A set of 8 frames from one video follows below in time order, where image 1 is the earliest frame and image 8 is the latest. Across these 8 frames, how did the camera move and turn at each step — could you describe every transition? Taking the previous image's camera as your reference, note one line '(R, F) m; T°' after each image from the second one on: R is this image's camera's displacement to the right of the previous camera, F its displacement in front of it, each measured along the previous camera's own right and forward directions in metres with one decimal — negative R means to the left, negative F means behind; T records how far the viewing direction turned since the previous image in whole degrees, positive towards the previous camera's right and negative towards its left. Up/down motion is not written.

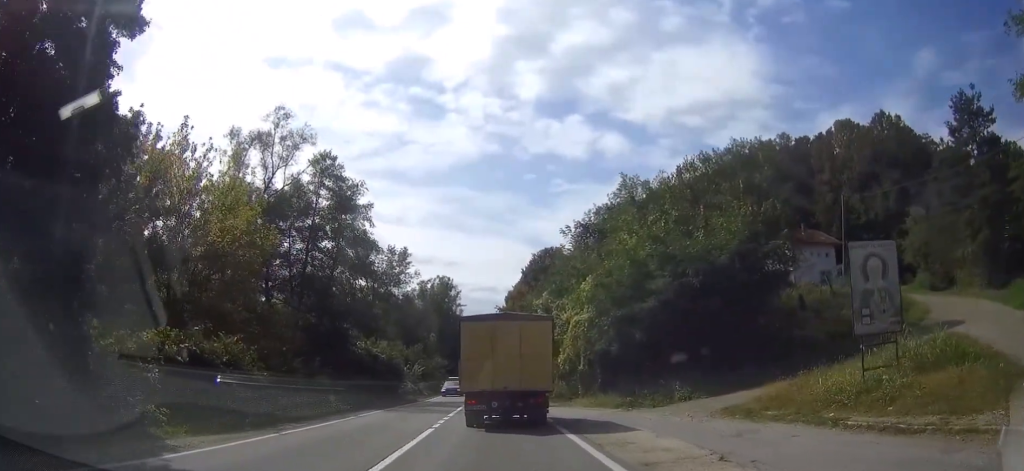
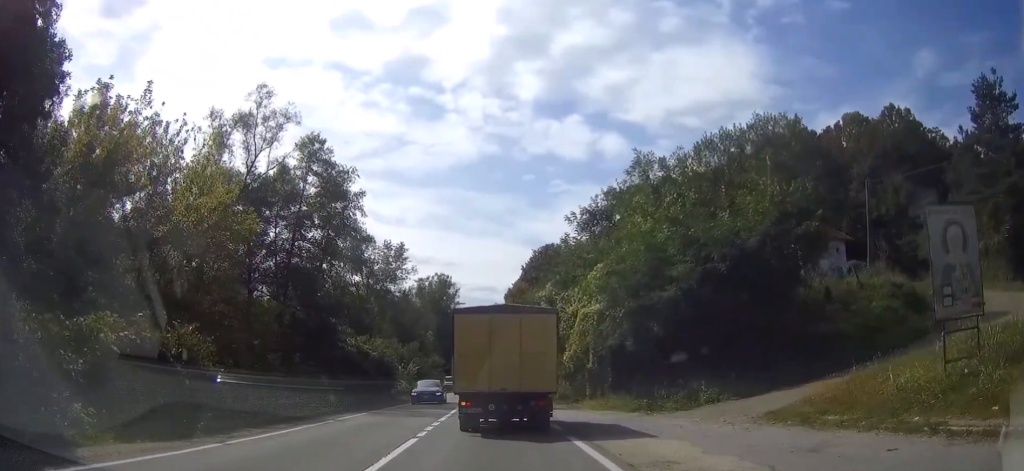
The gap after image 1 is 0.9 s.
(-0.1, +3.2) m; -2°
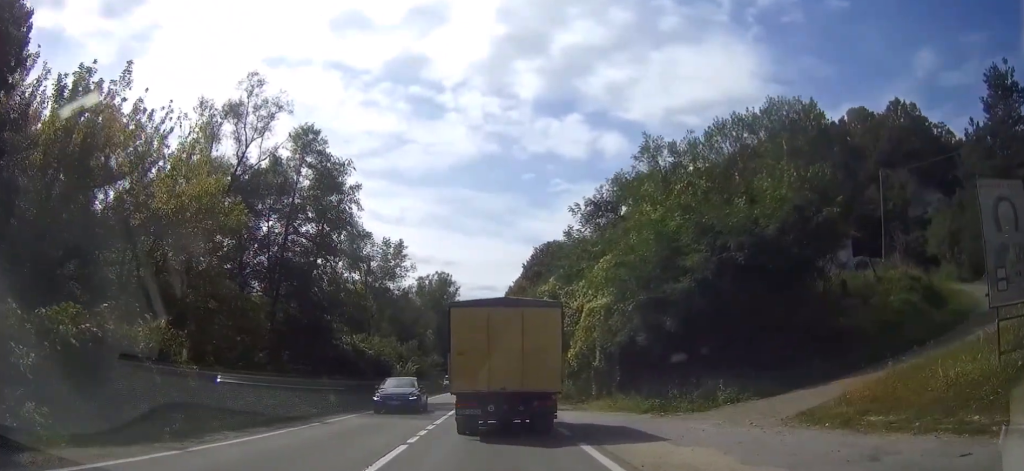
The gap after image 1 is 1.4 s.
(0.0, +1.7) m; -1°
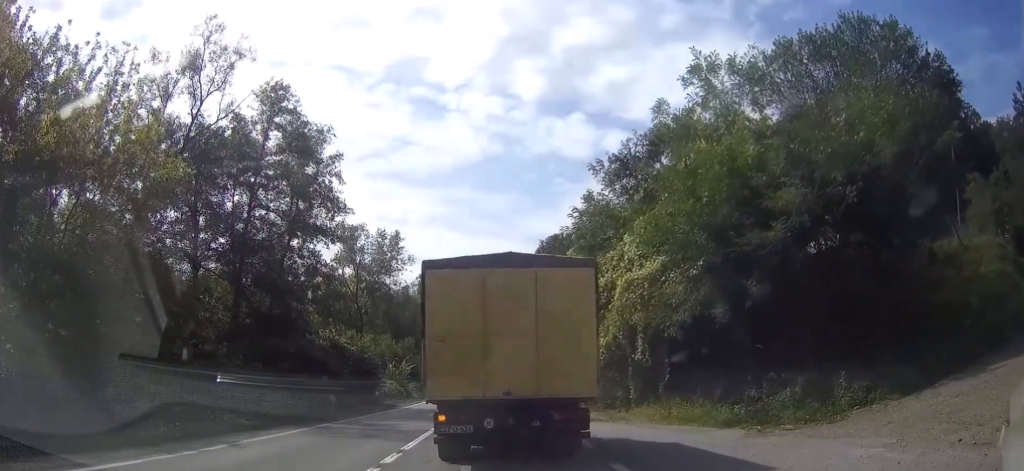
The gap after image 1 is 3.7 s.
(0.0, +7.0) m; 0°
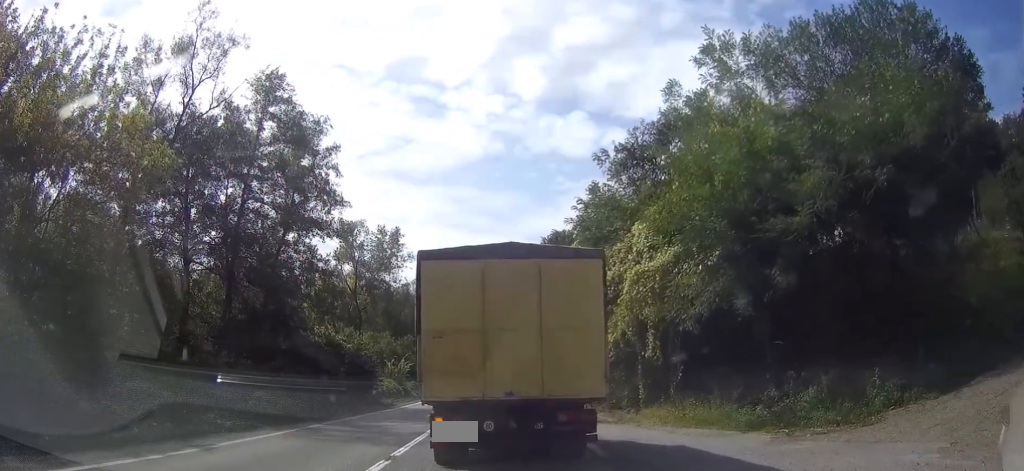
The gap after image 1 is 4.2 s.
(0.0, +1.2) m; 0°
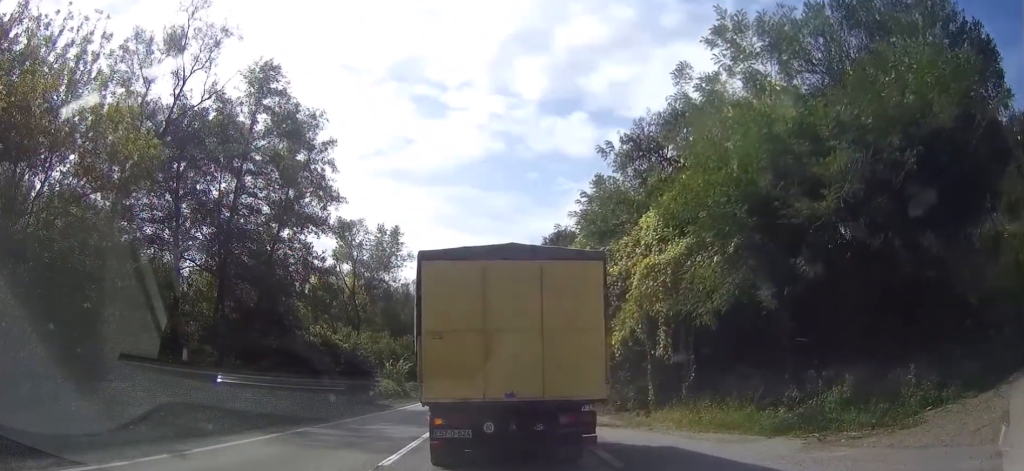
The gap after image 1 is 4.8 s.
(0.0, +1.1) m; 0°
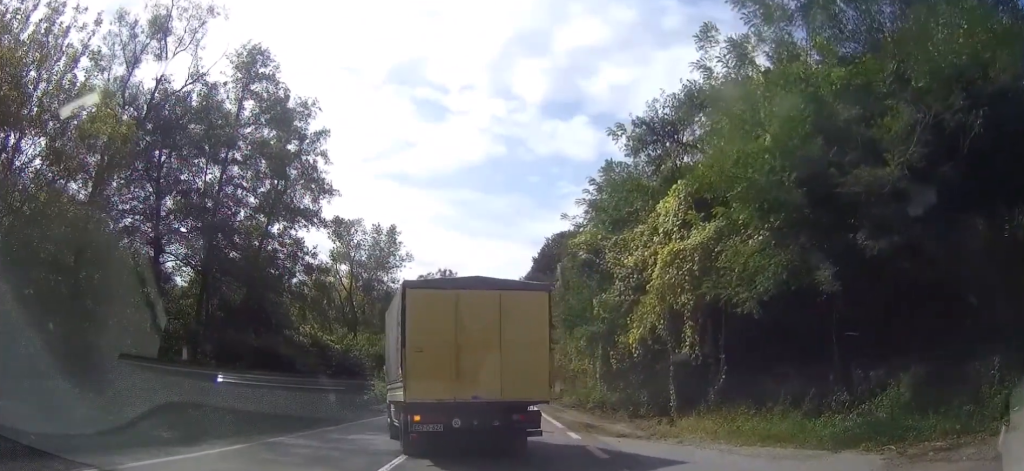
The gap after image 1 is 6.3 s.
(0.0, +2.3) m; 0°
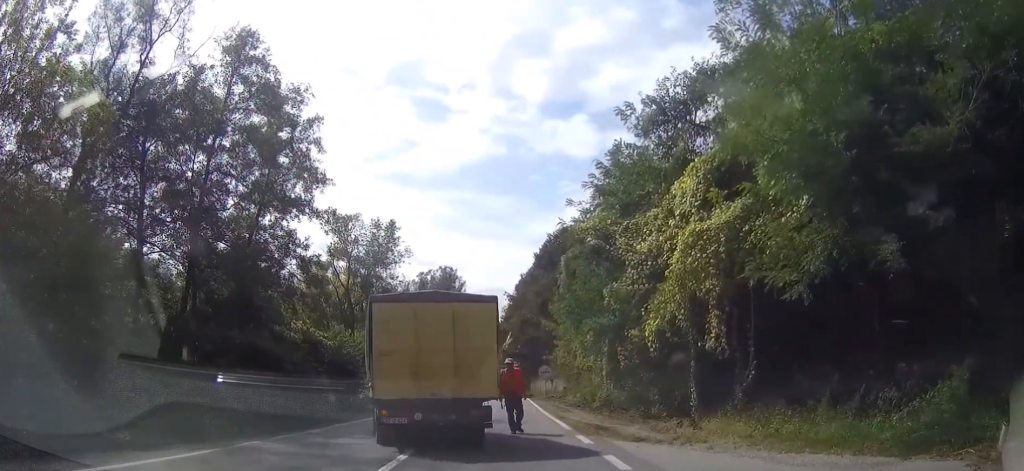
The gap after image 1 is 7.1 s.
(0.0, +1.6) m; 0°
